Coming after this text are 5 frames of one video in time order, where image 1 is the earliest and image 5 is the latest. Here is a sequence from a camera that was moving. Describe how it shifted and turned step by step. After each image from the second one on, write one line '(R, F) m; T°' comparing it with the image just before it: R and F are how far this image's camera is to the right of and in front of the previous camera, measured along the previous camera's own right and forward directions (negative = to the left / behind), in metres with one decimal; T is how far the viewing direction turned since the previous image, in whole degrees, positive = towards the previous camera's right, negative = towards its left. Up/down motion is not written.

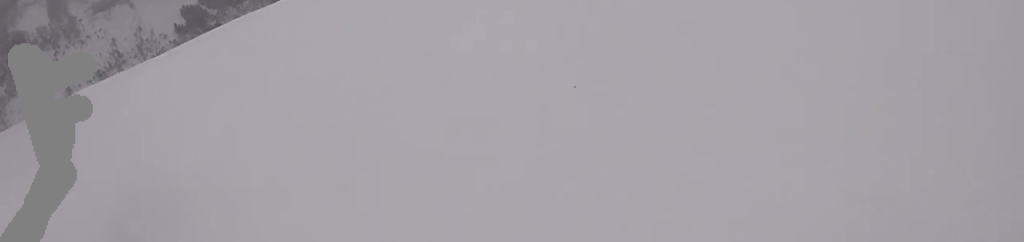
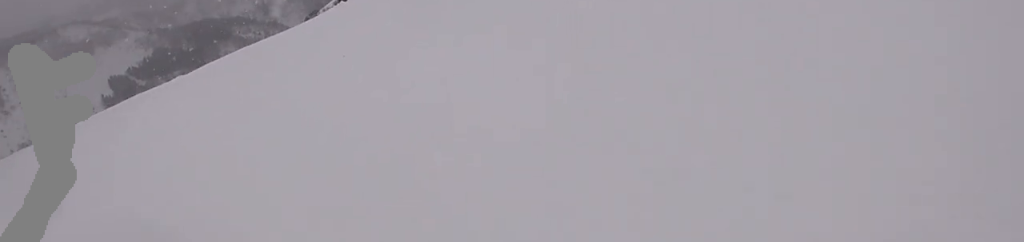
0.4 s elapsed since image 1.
(+0.4, +4.1) m; -2°
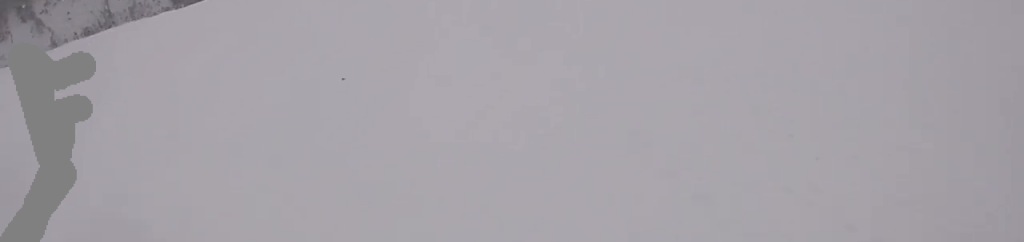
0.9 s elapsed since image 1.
(+0.6, +4.4) m; -2°
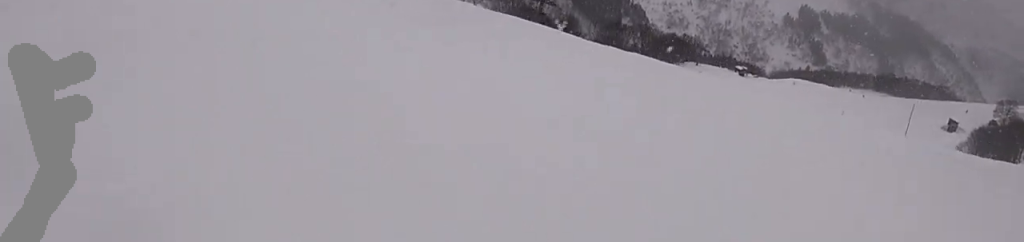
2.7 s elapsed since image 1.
(-3.6, +10.7) m; -45°
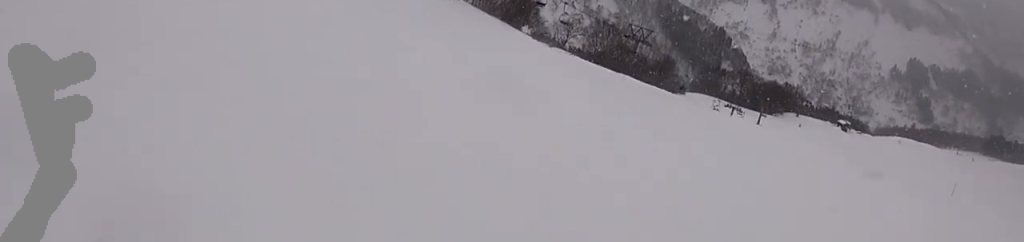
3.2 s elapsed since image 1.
(-0.2, +1.9) m; -16°
